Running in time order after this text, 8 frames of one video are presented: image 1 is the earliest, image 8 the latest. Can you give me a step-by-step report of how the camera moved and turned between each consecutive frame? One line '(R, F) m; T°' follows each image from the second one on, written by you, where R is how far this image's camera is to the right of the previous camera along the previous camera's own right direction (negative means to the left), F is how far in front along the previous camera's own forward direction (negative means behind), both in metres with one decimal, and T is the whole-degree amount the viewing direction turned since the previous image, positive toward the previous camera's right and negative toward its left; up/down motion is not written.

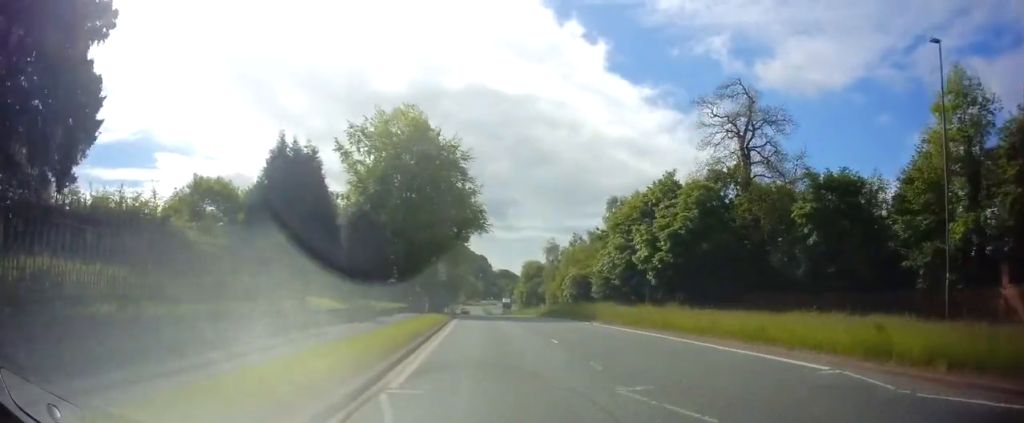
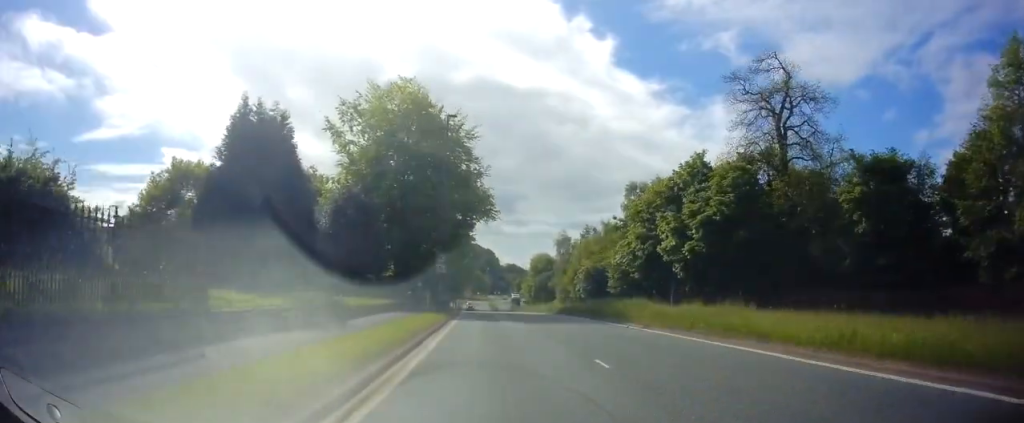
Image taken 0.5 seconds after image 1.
(-0.1, +6.3) m; -1°
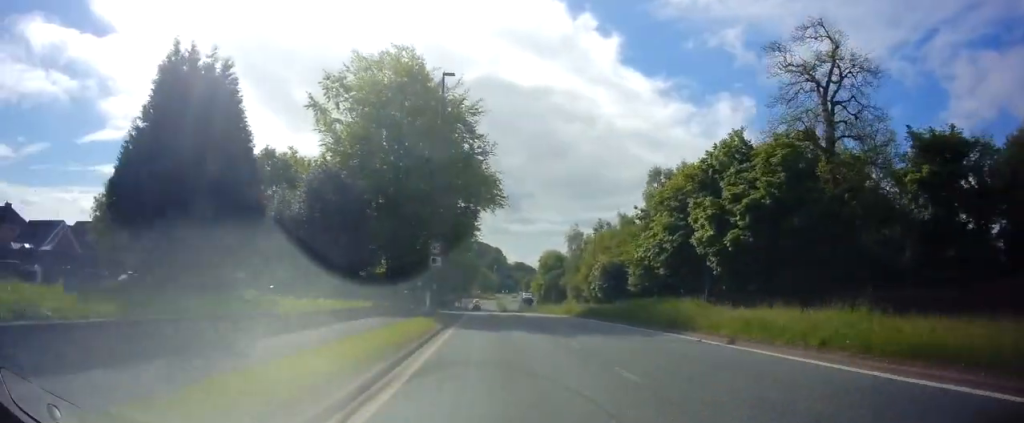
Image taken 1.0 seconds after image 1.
(0.0, +7.1) m; -1°
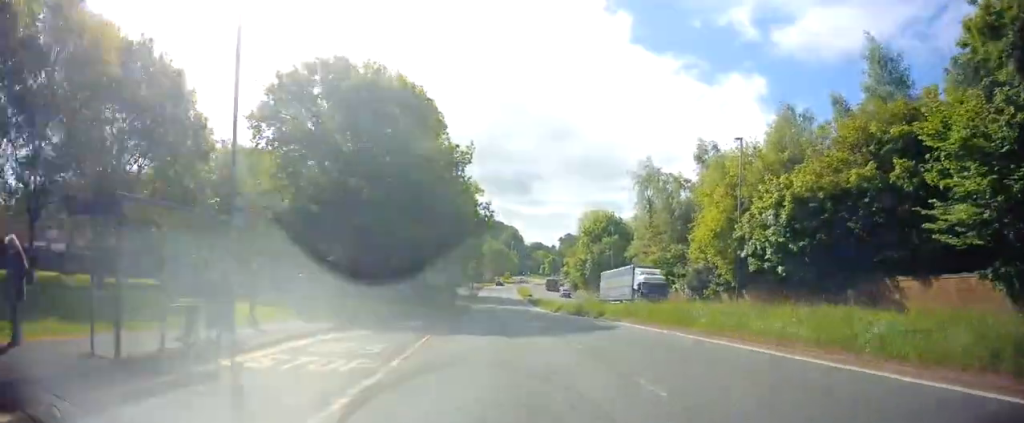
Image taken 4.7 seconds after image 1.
(-0.9, +47.2) m; -2°
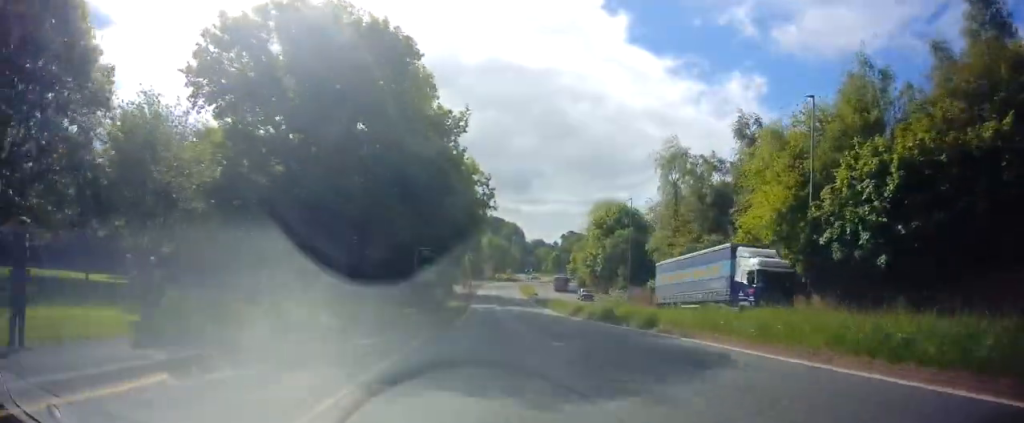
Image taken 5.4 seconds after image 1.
(-0.1, +9.6) m; -1°
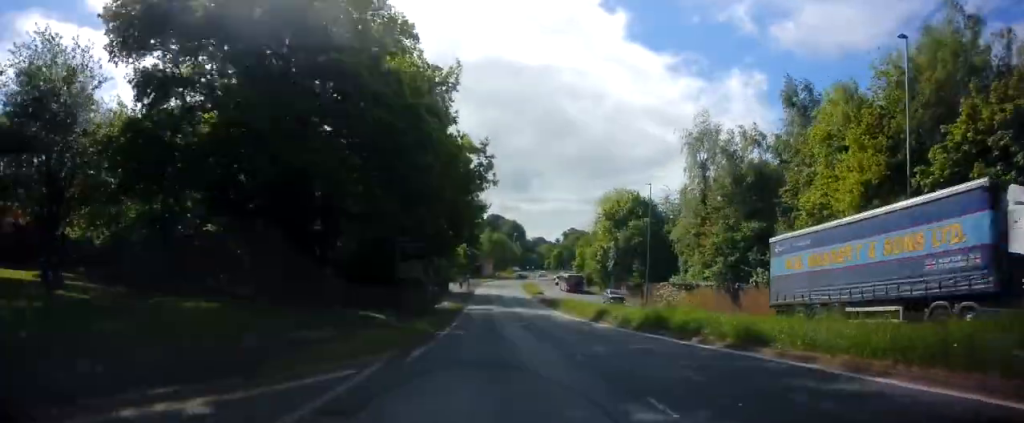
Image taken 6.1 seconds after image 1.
(-0.1, +8.5) m; -1°
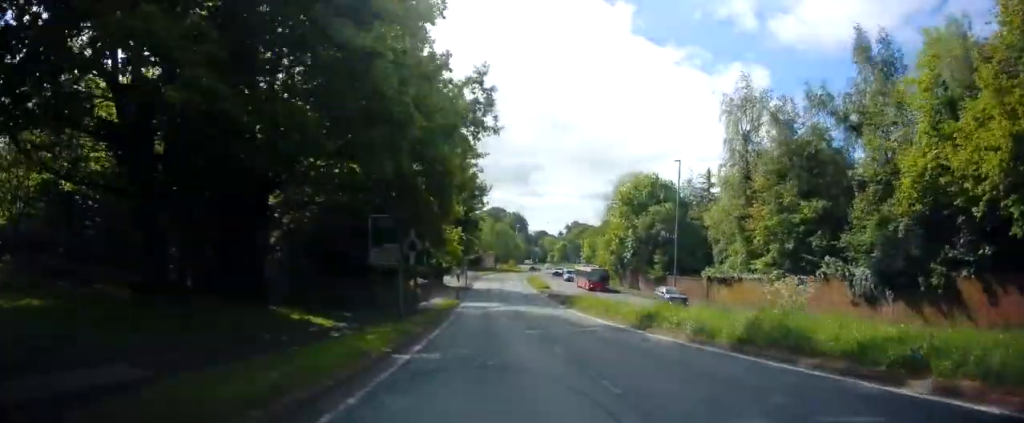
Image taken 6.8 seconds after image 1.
(0.0, +9.0) m; +1°
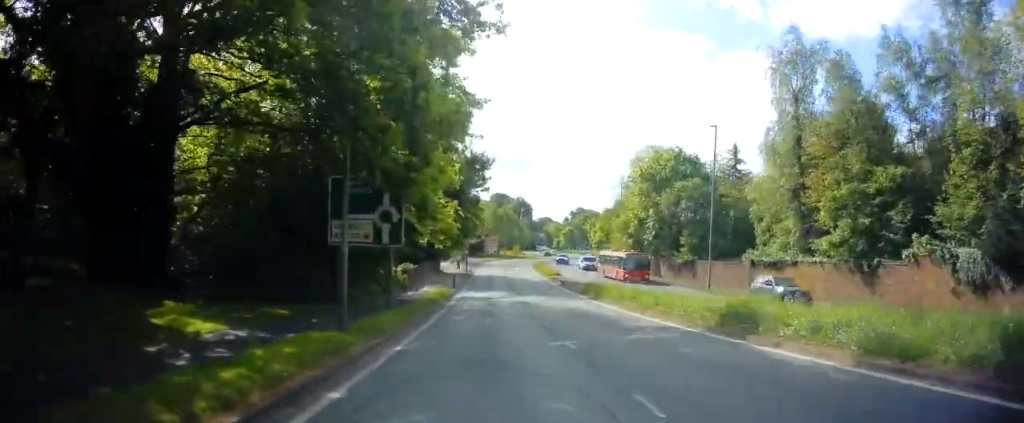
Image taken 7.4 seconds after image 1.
(+0.1, +7.7) m; 0°
